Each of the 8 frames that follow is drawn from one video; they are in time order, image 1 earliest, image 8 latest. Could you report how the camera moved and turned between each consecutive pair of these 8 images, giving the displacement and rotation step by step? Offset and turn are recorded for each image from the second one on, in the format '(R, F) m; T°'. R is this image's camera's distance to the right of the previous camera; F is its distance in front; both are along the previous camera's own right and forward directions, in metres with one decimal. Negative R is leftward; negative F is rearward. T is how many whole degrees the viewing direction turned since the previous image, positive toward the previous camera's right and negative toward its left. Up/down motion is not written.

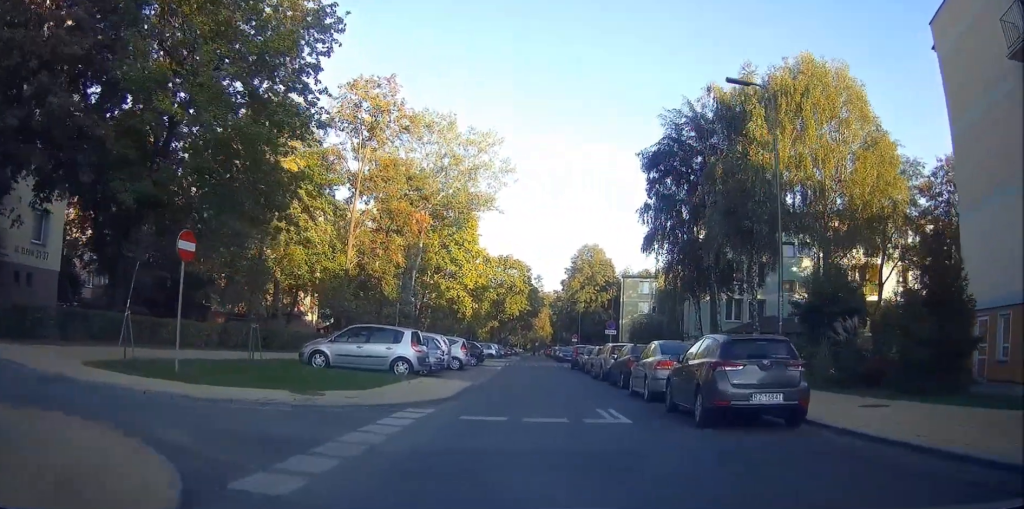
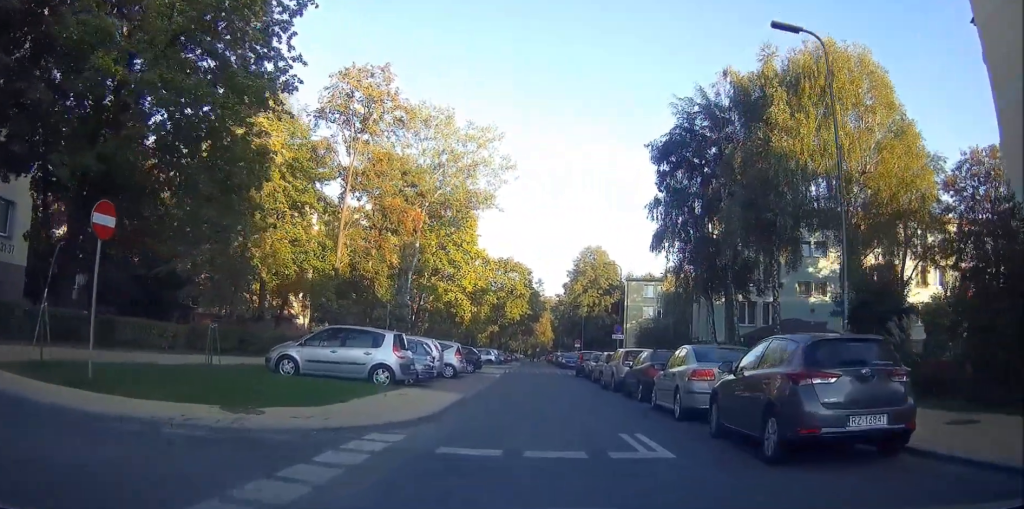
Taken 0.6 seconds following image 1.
(0.0, +3.4) m; 0°
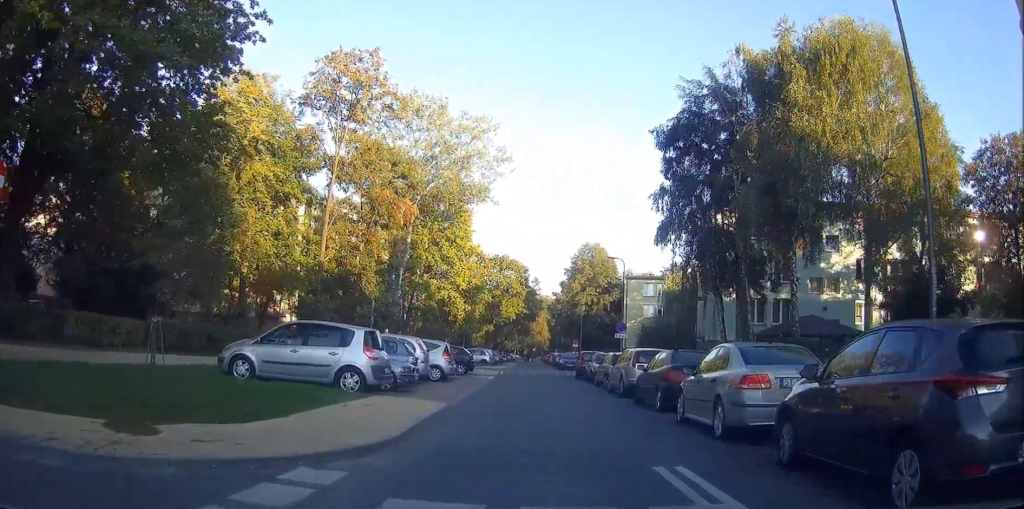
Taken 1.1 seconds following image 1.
(0.0, +3.3) m; 0°
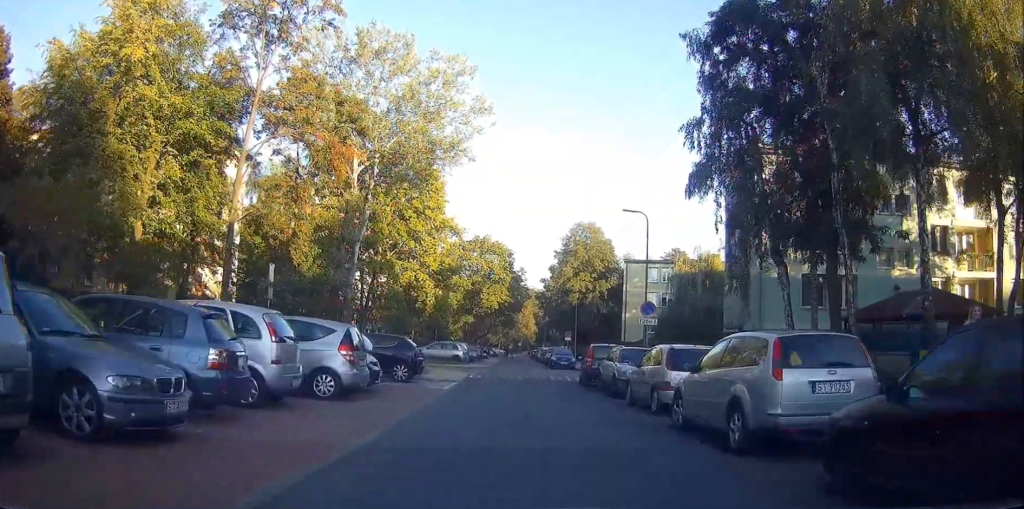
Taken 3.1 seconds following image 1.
(-0.1, +13.5) m; +1°
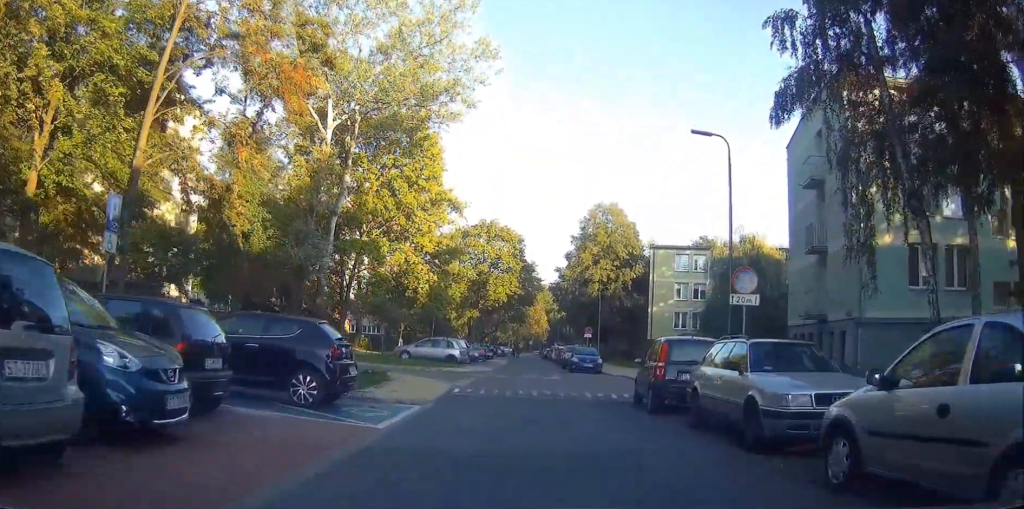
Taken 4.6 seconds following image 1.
(+0.3, +11.2) m; +3°
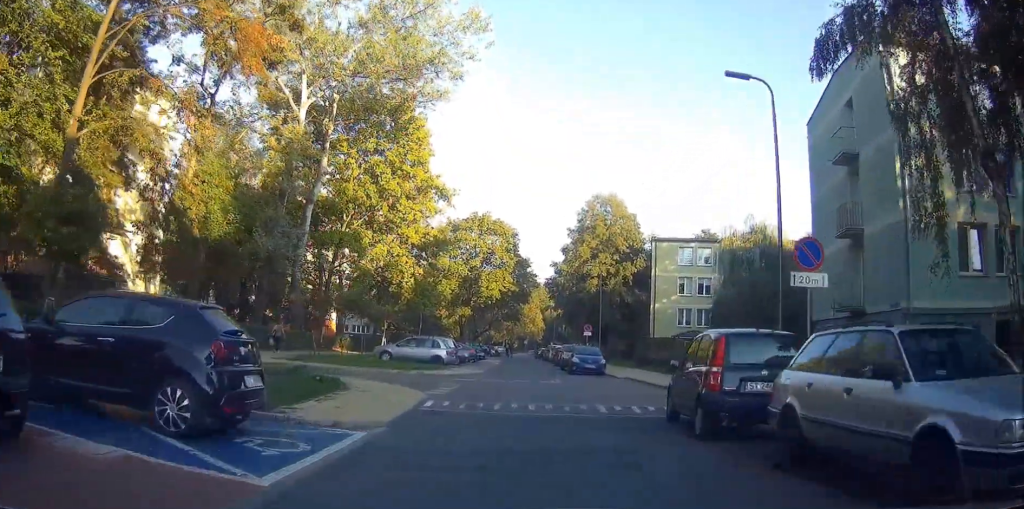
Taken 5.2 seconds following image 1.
(0.0, +4.5) m; 0°
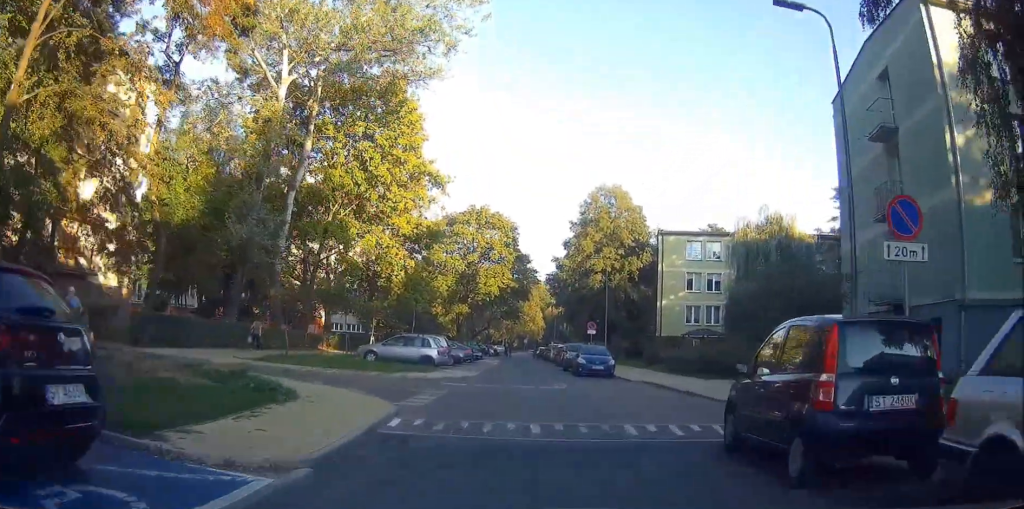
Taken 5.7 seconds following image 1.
(0.0, +3.7) m; 0°
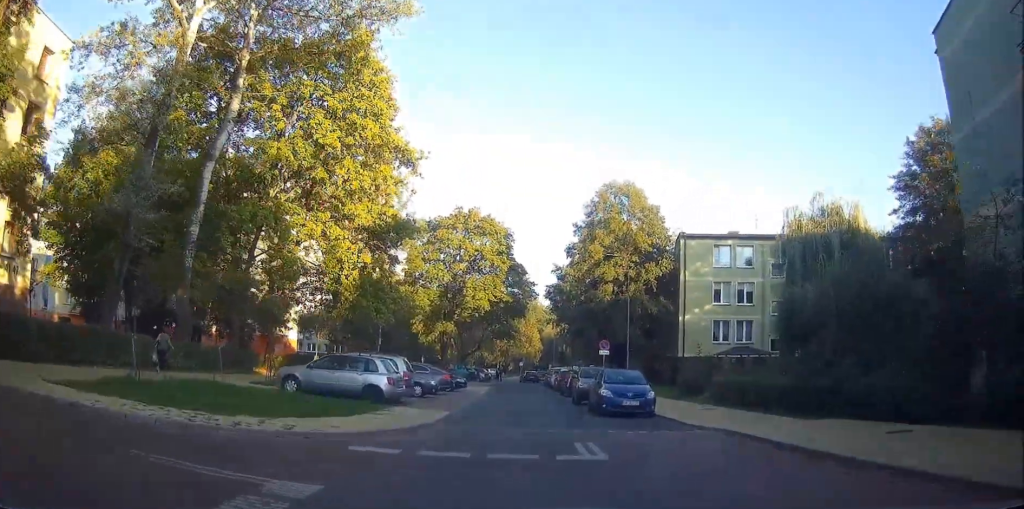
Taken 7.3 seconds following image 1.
(+0.1, +11.2) m; 0°
